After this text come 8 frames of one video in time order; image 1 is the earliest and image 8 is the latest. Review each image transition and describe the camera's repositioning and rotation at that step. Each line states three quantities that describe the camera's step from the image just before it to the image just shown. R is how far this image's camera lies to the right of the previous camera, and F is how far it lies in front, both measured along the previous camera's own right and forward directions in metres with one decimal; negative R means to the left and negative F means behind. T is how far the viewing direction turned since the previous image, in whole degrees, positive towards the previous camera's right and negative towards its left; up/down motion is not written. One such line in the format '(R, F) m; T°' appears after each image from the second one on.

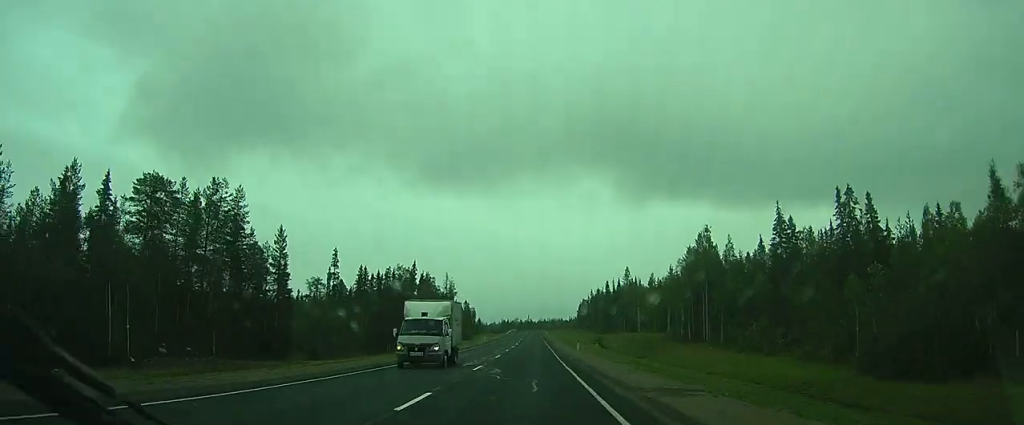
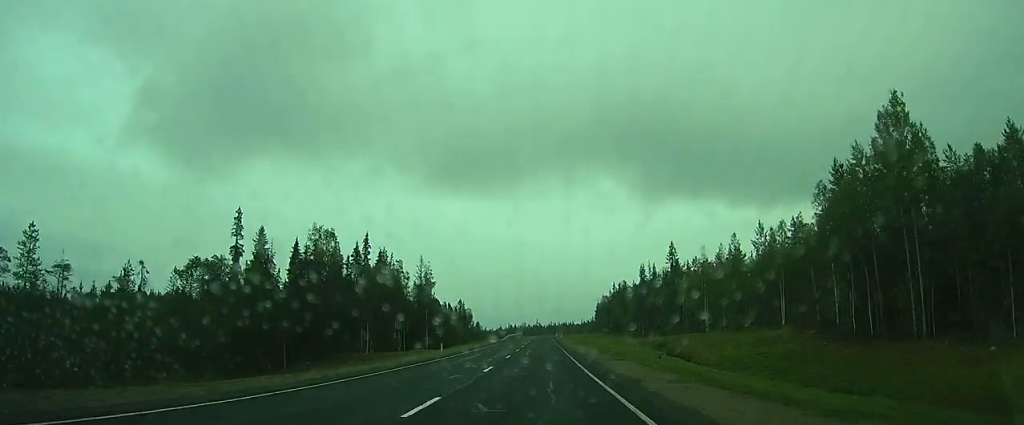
(-0.7, +48.1) m; -1°
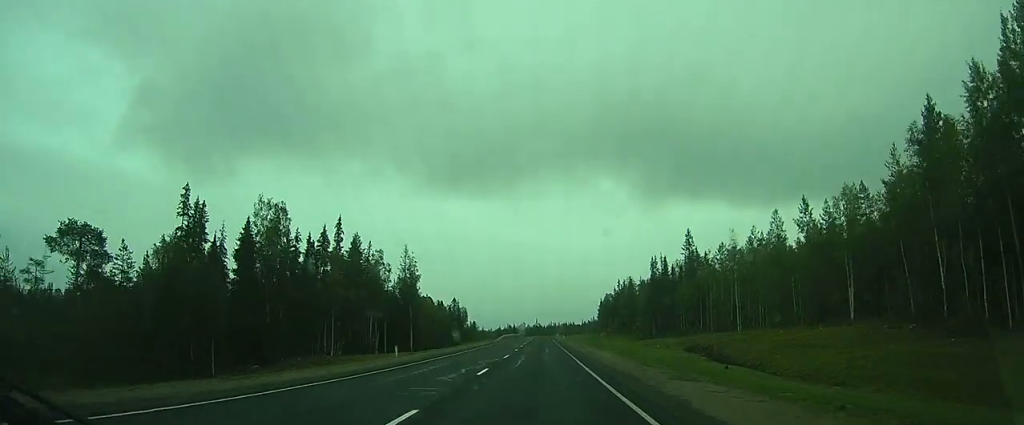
(0.0, +14.4) m; -1°
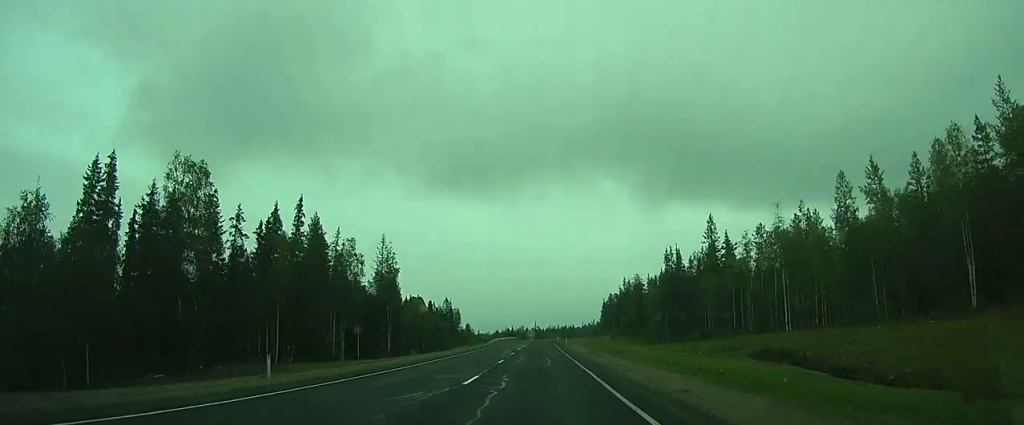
(-0.2, +15.3) m; -1°
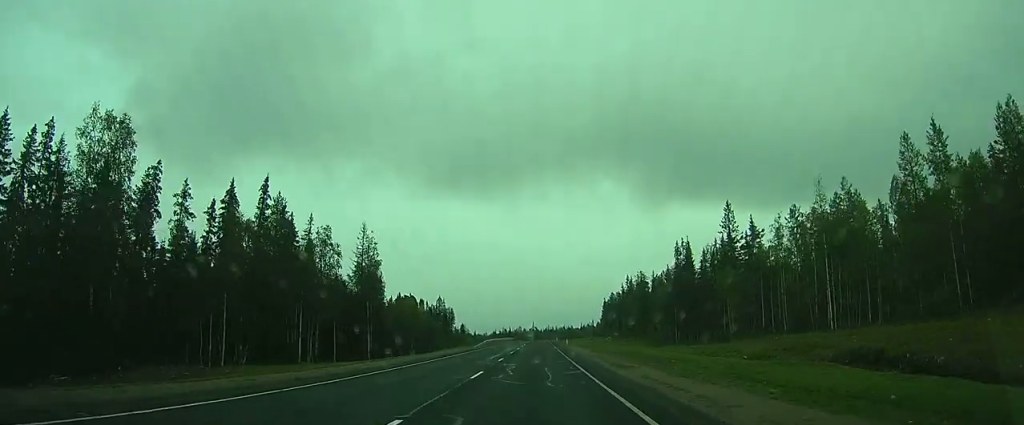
(-0.1, +10.0) m; 0°
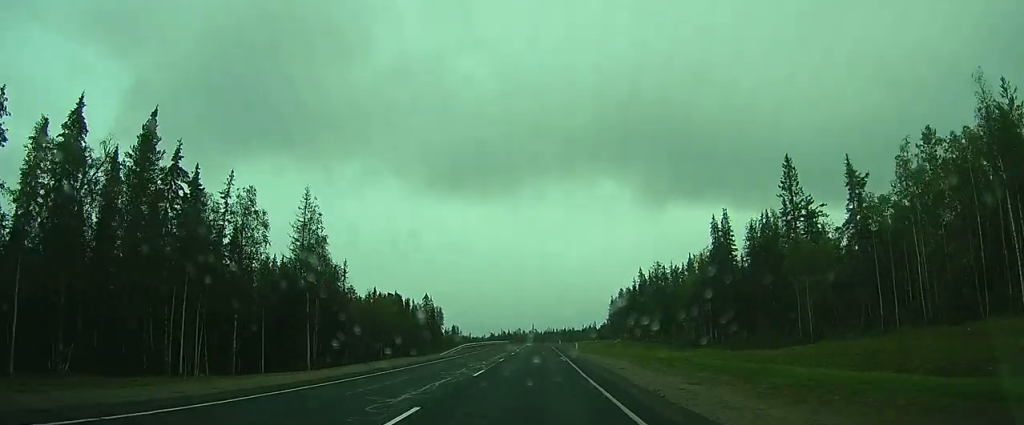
(-0.1, +22.5) m; 0°
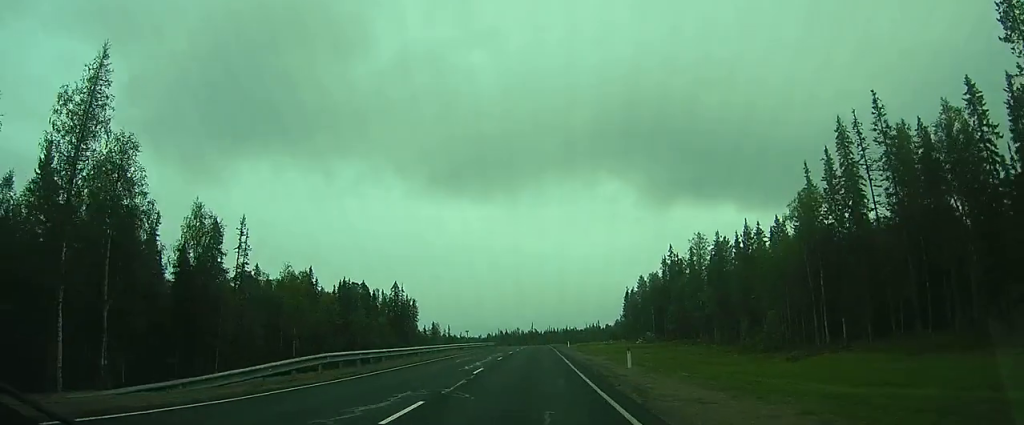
(+0.5, +36.0) m; +1°
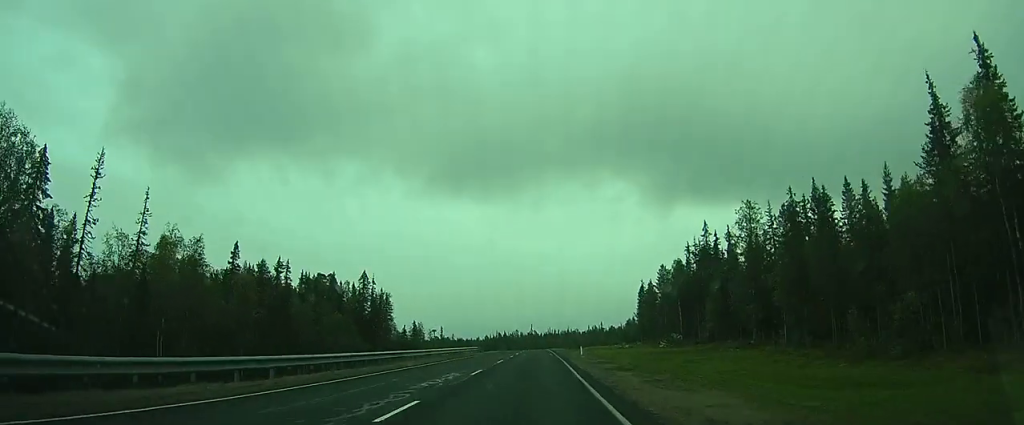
(+0.3, +24.4) m; +1°
